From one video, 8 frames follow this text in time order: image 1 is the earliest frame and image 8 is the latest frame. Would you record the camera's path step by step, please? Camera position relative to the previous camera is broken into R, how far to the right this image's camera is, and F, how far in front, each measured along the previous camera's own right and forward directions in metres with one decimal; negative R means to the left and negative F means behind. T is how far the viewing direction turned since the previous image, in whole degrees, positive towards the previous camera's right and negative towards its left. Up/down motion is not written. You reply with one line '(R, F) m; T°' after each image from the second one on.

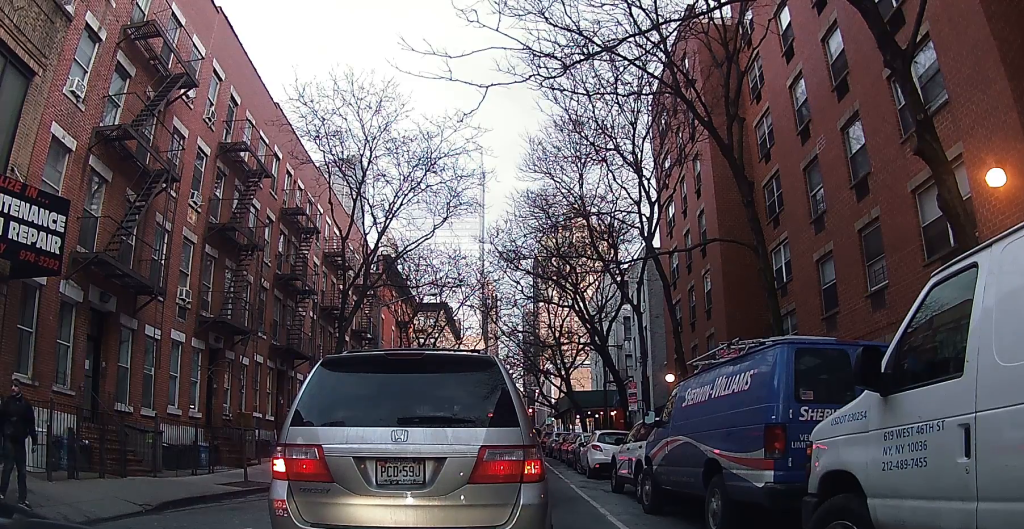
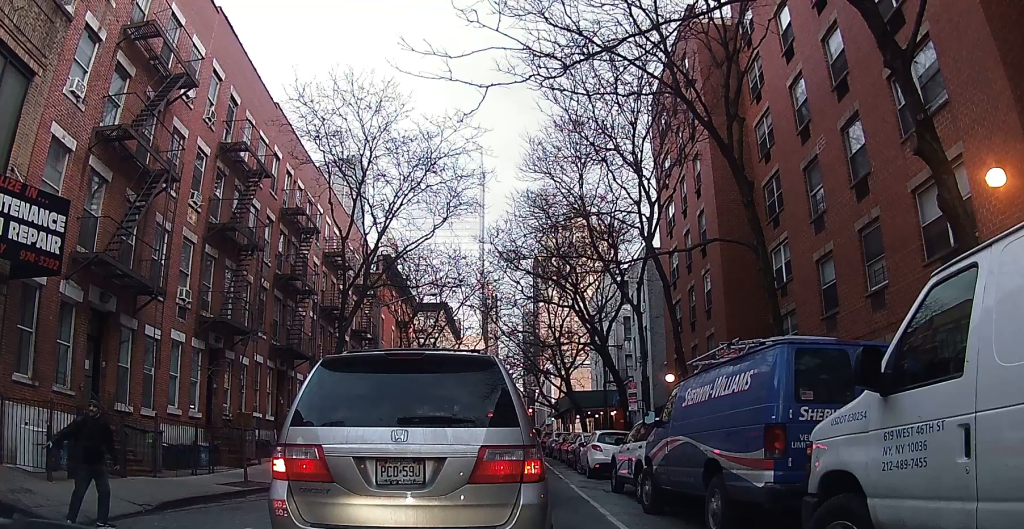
(0.0, 0.0) m; 0°
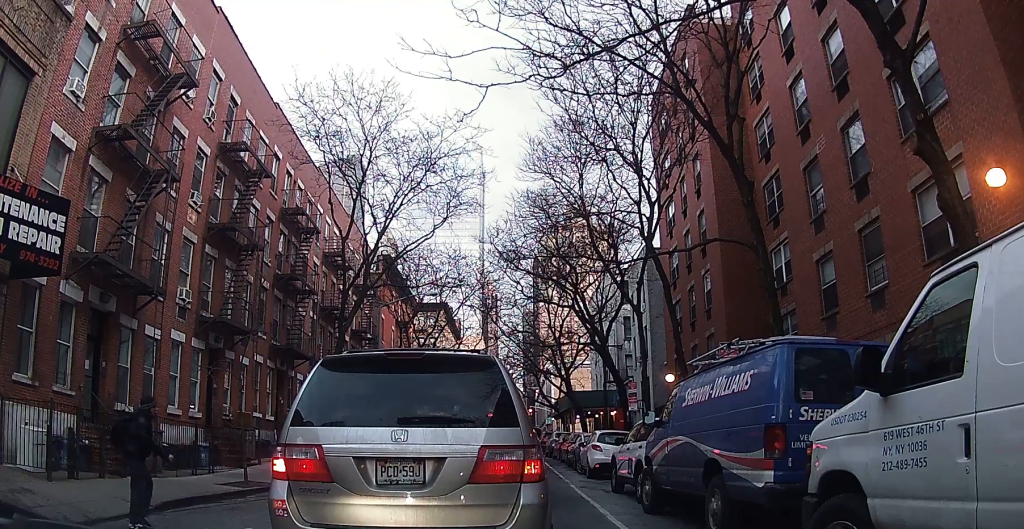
(0.0, 0.0) m; 0°
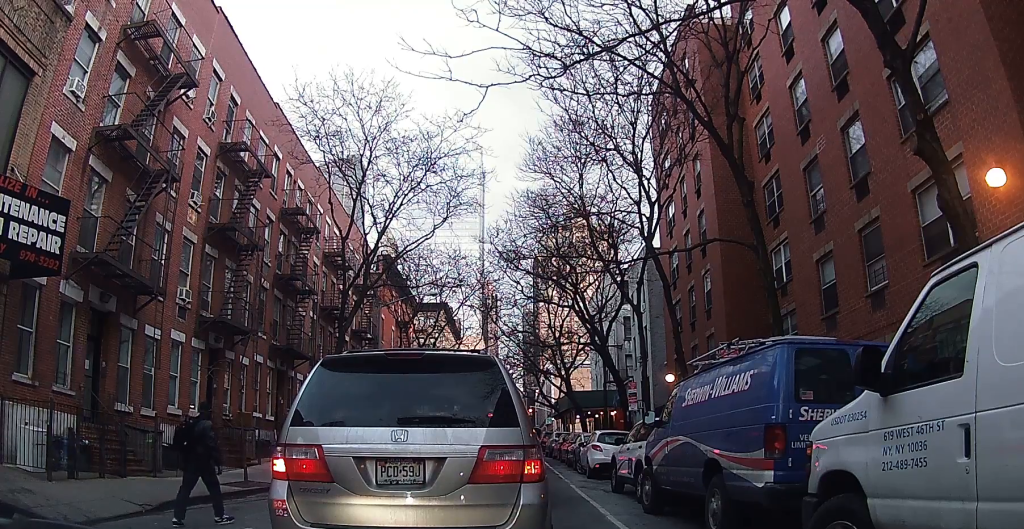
(0.0, 0.0) m; 0°
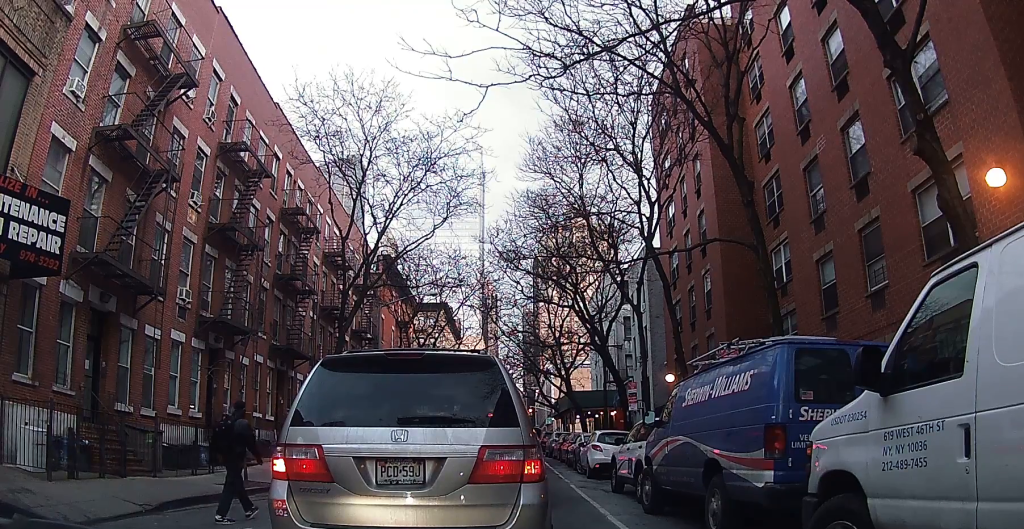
(0.0, 0.0) m; 0°
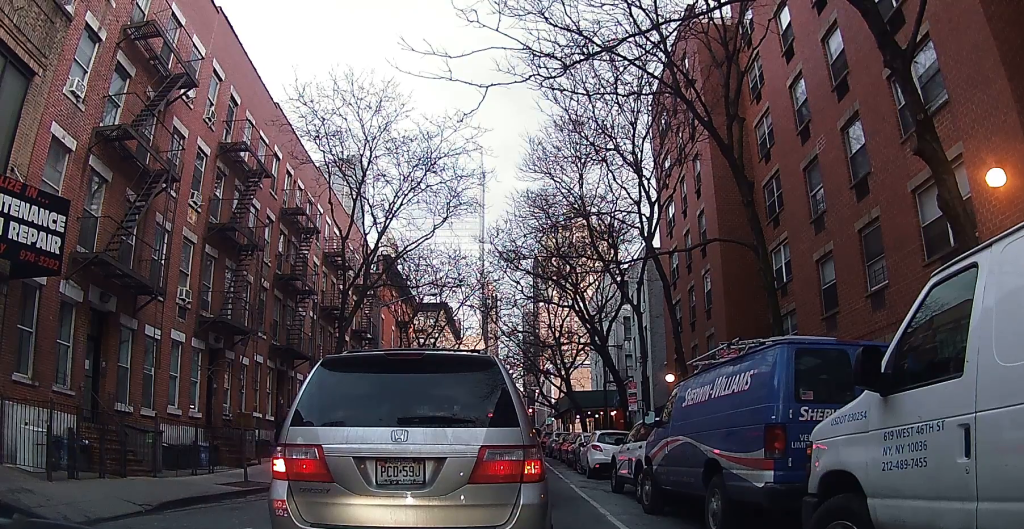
(0.0, 0.0) m; 0°
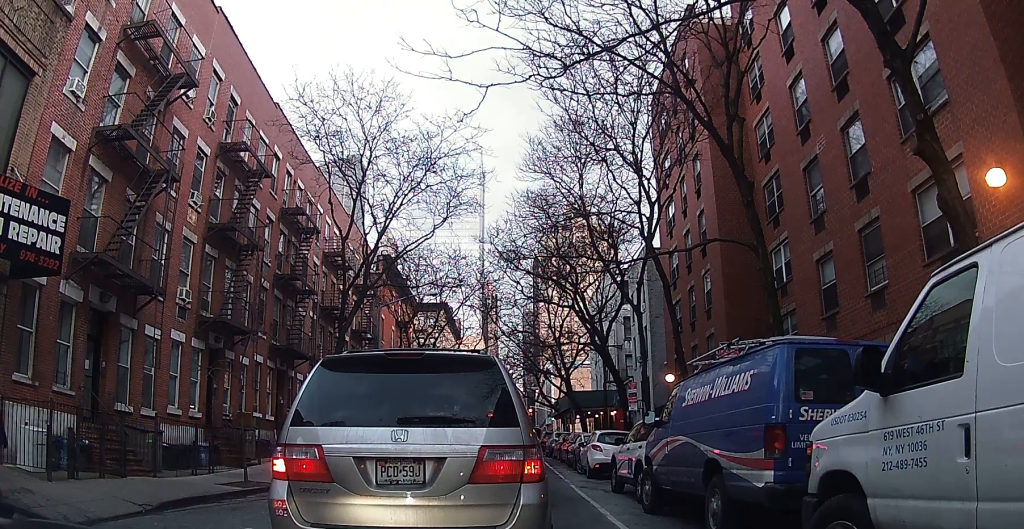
(0.0, 0.0) m; 0°
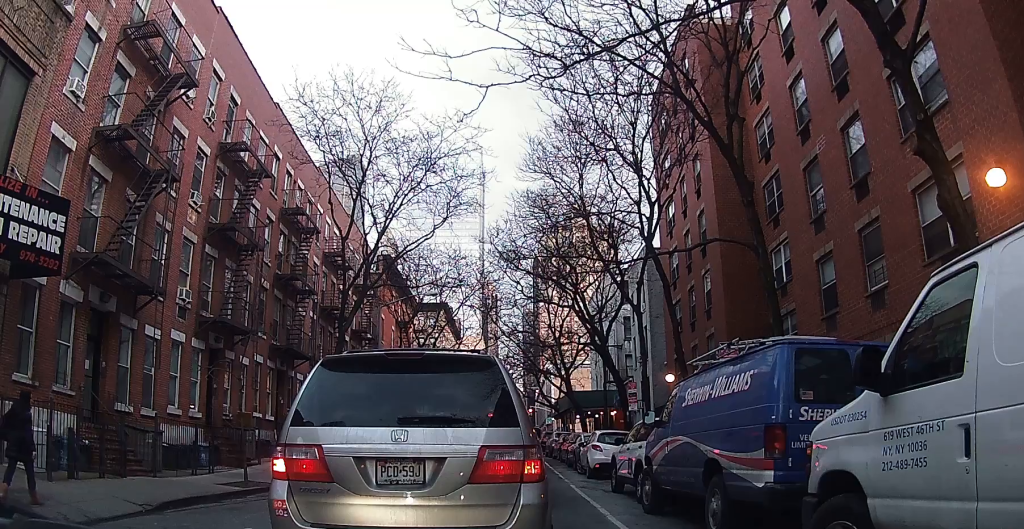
(0.0, 0.0) m; 0°
